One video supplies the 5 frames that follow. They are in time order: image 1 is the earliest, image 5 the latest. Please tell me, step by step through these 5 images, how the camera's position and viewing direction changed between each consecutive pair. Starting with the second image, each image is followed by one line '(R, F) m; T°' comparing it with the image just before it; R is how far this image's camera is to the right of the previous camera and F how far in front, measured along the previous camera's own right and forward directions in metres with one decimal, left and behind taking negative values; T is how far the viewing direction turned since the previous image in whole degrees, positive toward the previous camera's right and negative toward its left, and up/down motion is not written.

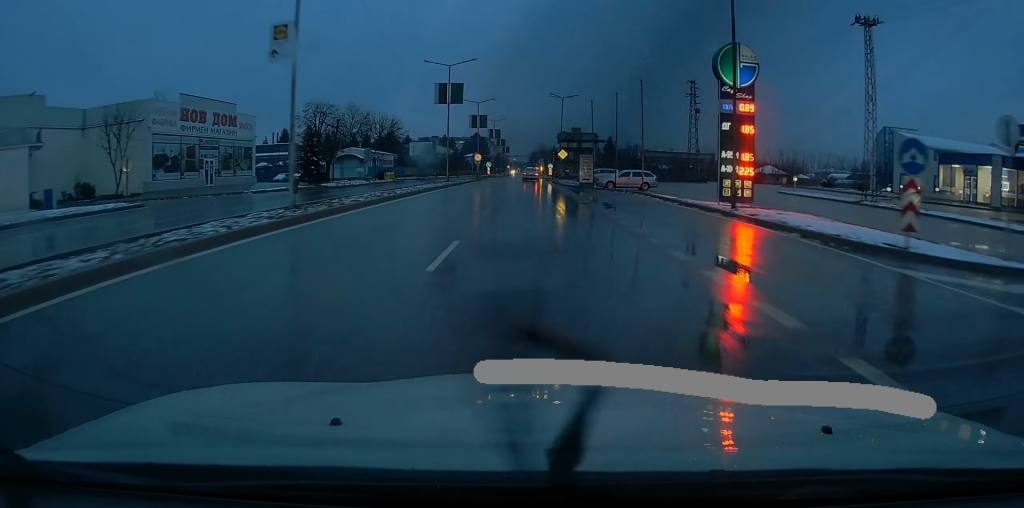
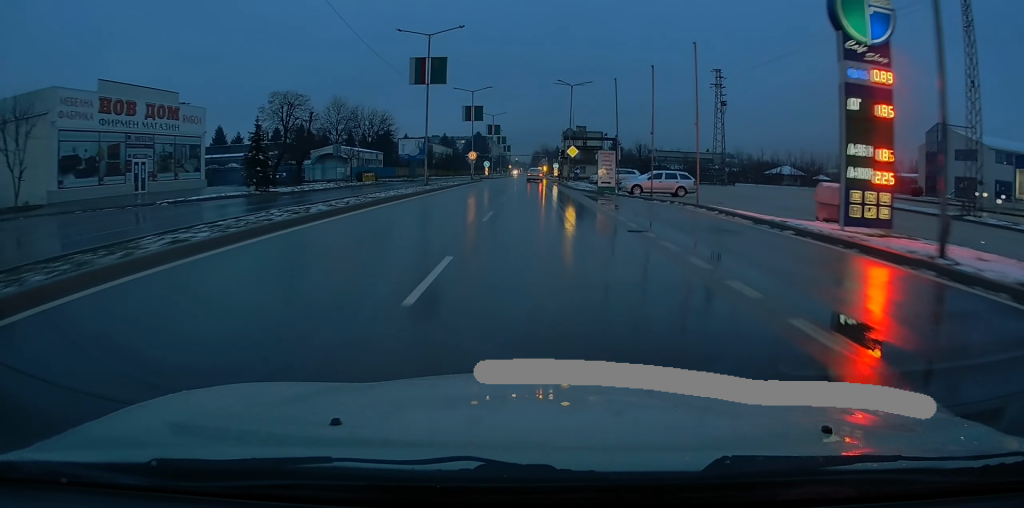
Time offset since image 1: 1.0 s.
(-0.2, +10.4) m; -1°
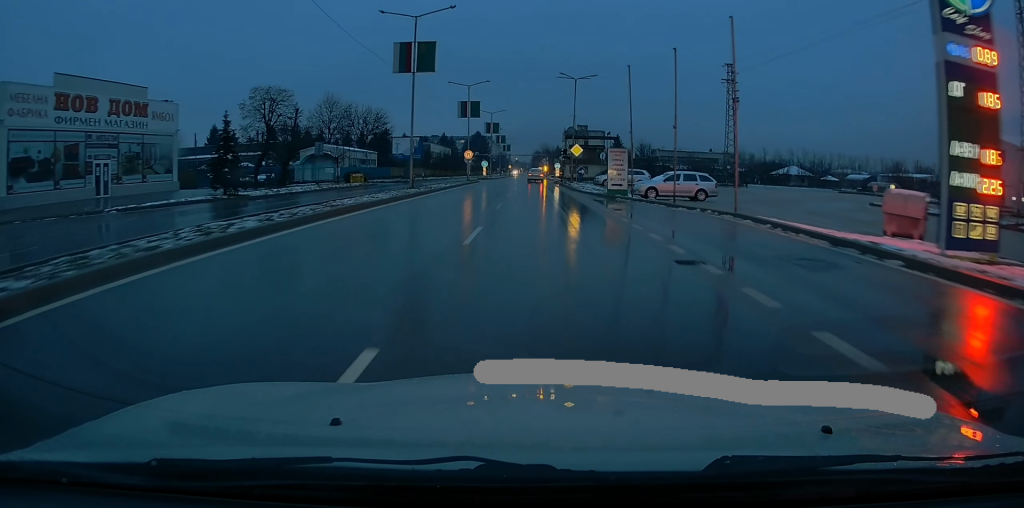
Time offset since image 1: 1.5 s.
(-0.2, +4.3) m; 0°
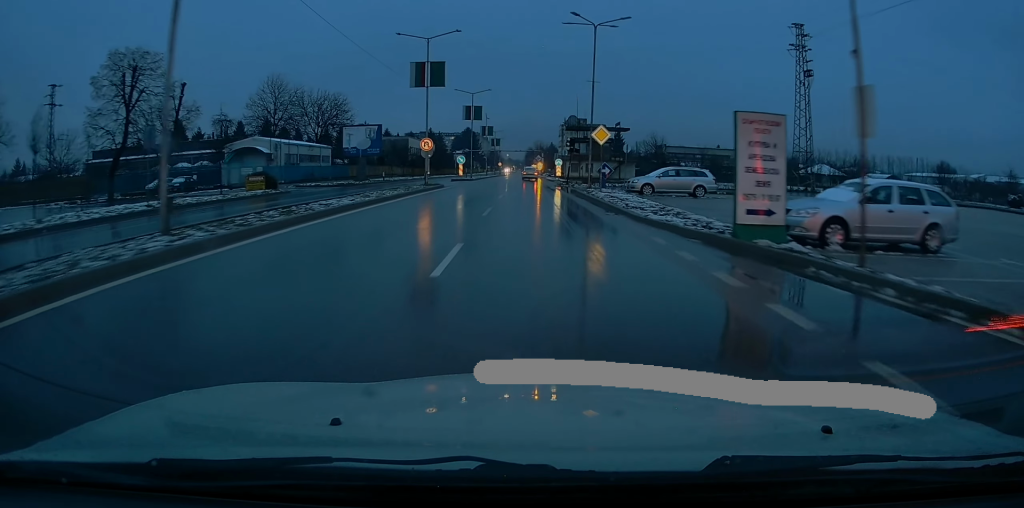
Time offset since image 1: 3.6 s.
(+1.0, +20.4) m; +1°
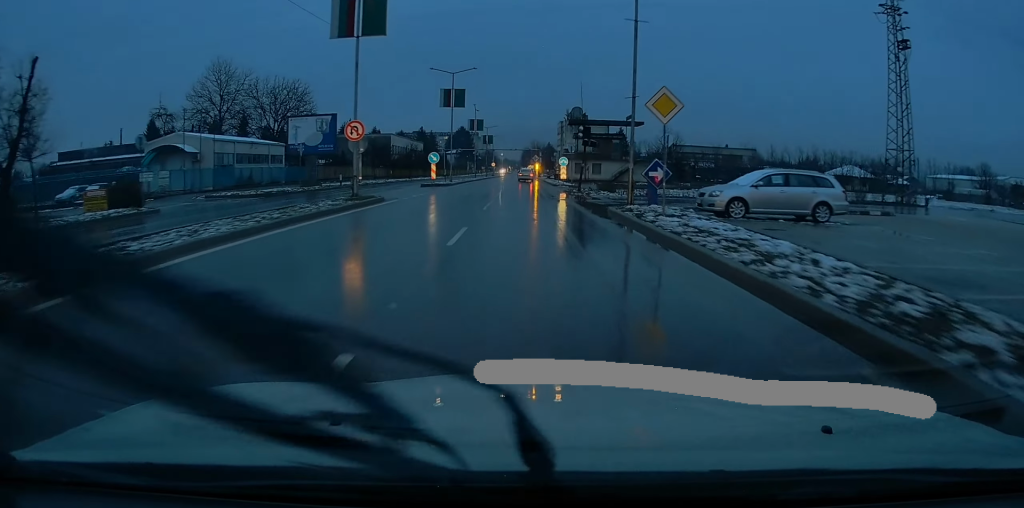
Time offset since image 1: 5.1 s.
(-0.5, +14.5) m; 0°
